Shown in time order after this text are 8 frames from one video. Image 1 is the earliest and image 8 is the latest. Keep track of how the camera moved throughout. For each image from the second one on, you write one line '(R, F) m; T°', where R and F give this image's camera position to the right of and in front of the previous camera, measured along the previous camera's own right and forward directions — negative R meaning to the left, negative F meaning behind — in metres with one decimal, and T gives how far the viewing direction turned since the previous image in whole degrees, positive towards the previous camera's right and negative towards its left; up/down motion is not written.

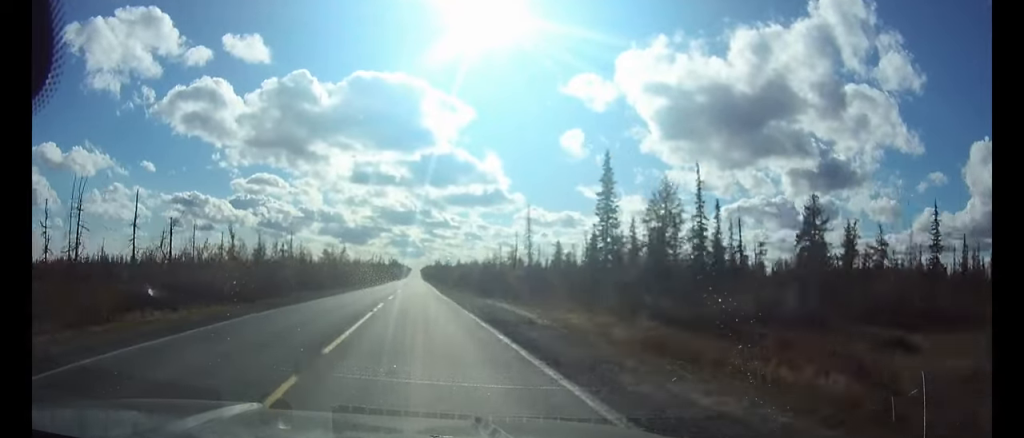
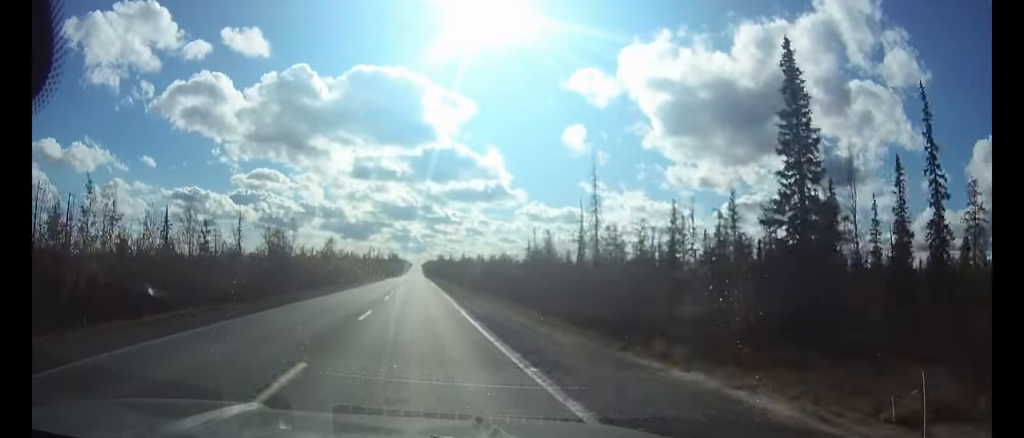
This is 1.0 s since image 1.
(0.0, +28.1) m; 0°
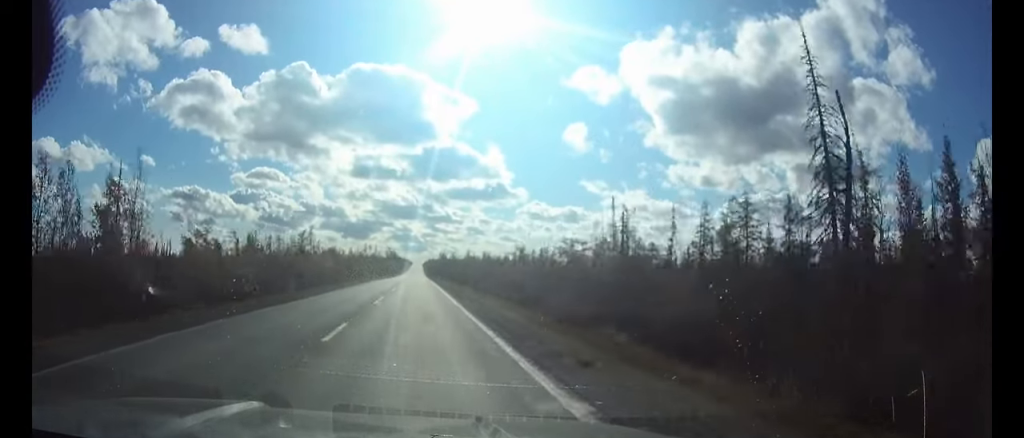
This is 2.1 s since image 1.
(0.0, +30.1) m; 0°
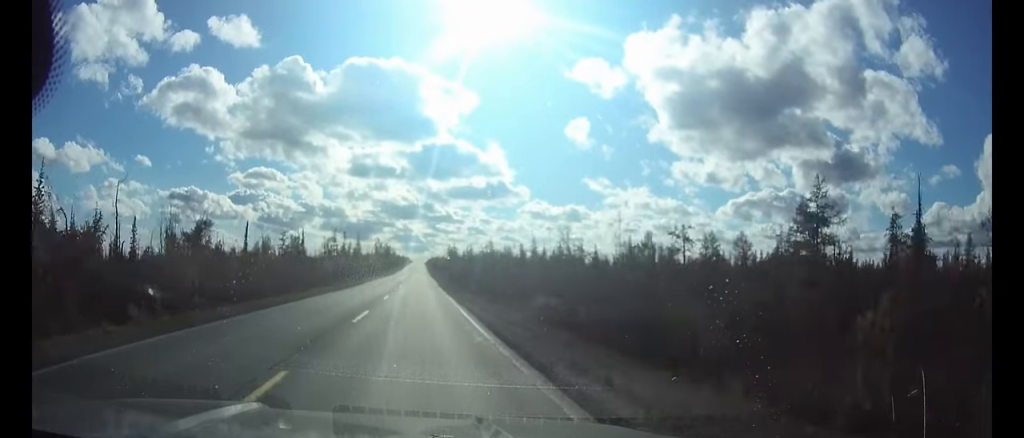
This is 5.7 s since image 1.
(-0.2, +102.0) m; 0°
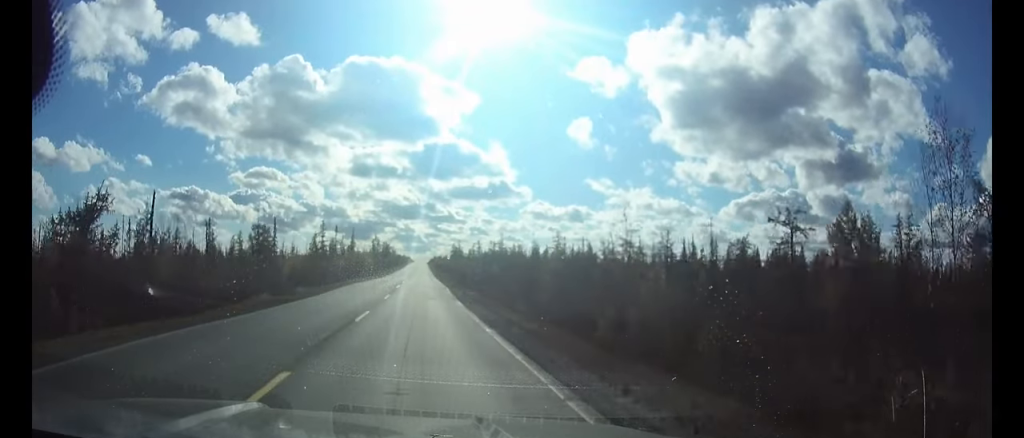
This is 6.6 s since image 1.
(0.0, +25.4) m; 0°
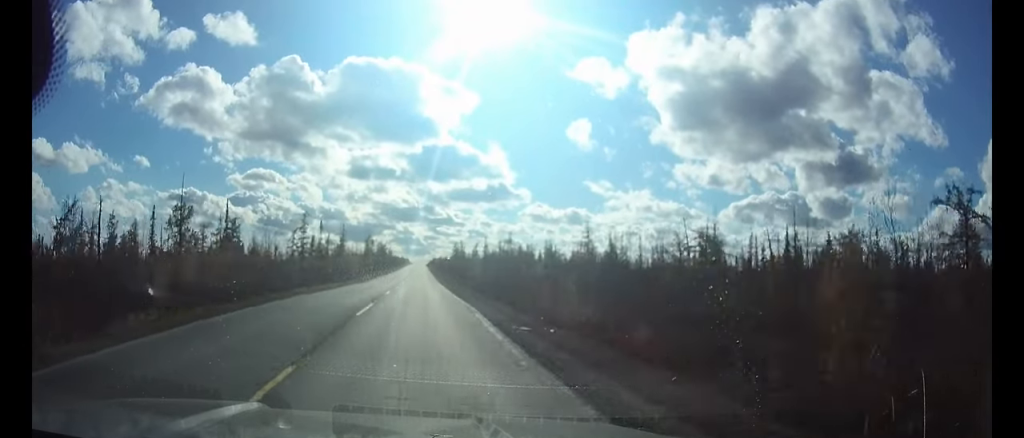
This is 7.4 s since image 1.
(0.0, +23.5) m; 0°
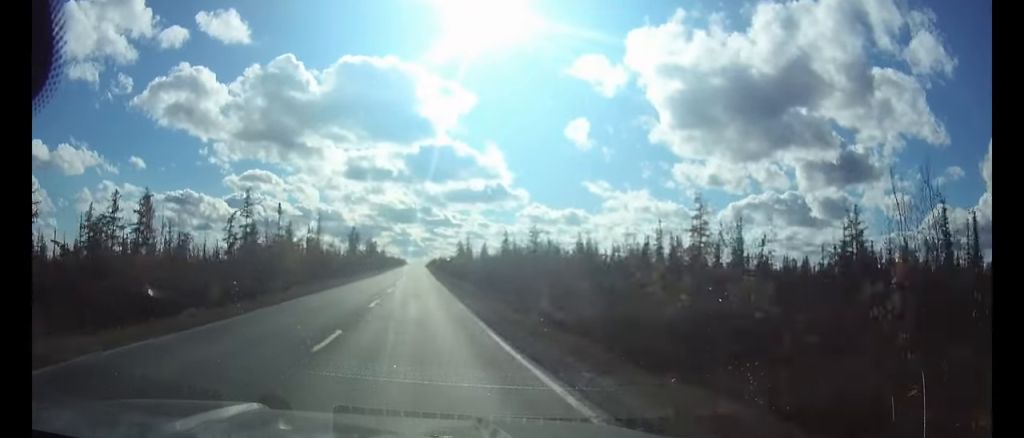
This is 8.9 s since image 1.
(0.0, +41.2) m; 0°
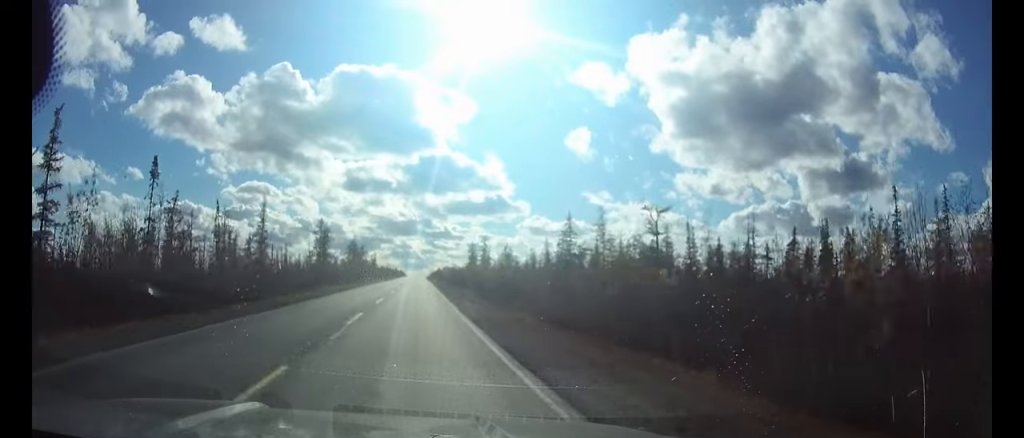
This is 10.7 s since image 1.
(0.0, +53.8) m; 0°
